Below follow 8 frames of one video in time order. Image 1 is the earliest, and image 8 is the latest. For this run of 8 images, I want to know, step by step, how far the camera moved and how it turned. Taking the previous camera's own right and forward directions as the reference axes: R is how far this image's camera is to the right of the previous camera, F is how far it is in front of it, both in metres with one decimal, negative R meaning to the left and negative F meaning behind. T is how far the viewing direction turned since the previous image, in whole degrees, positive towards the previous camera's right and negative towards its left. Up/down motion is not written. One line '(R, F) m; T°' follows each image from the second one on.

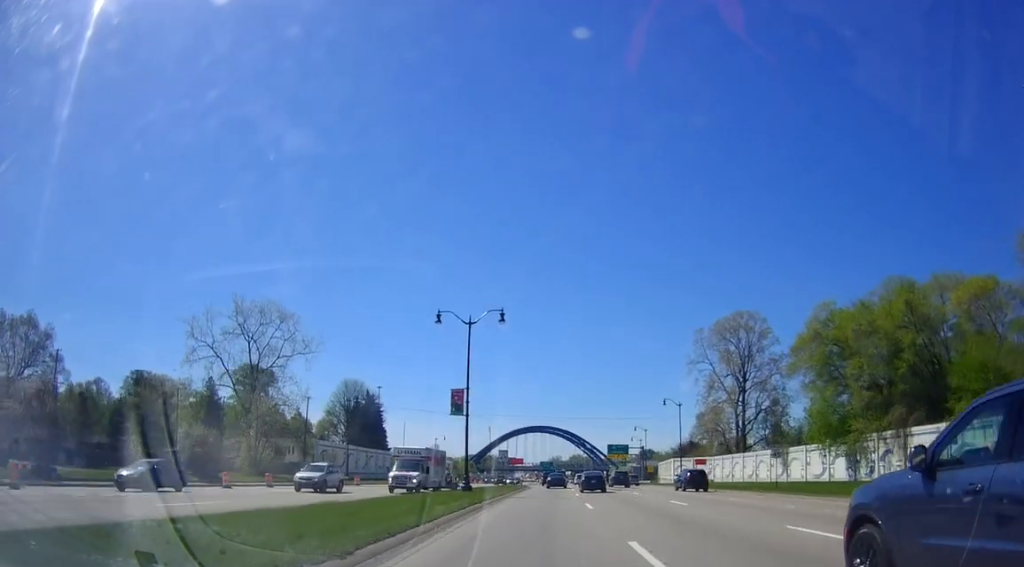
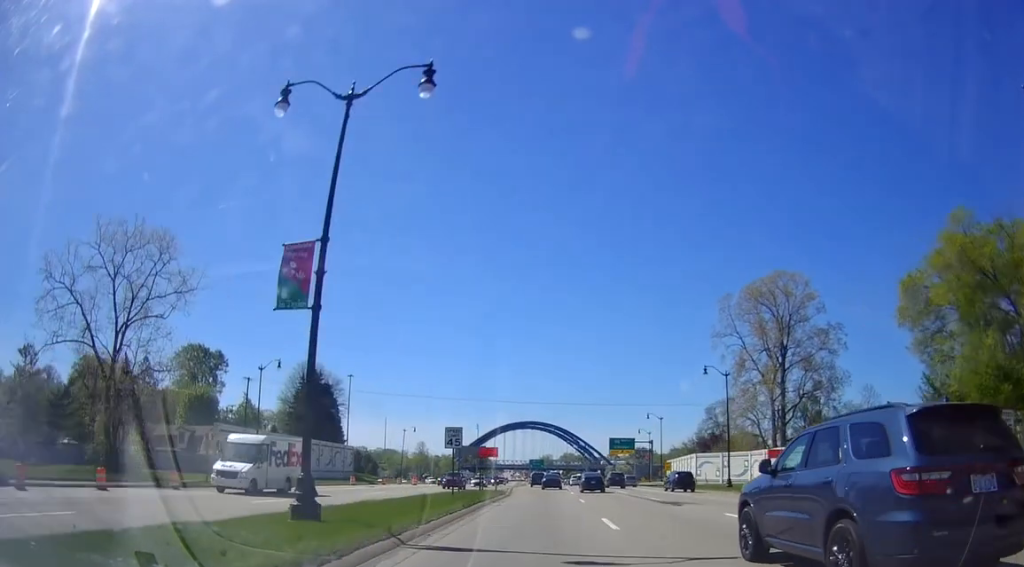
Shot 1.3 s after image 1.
(+0.6, +21.0) m; +2°
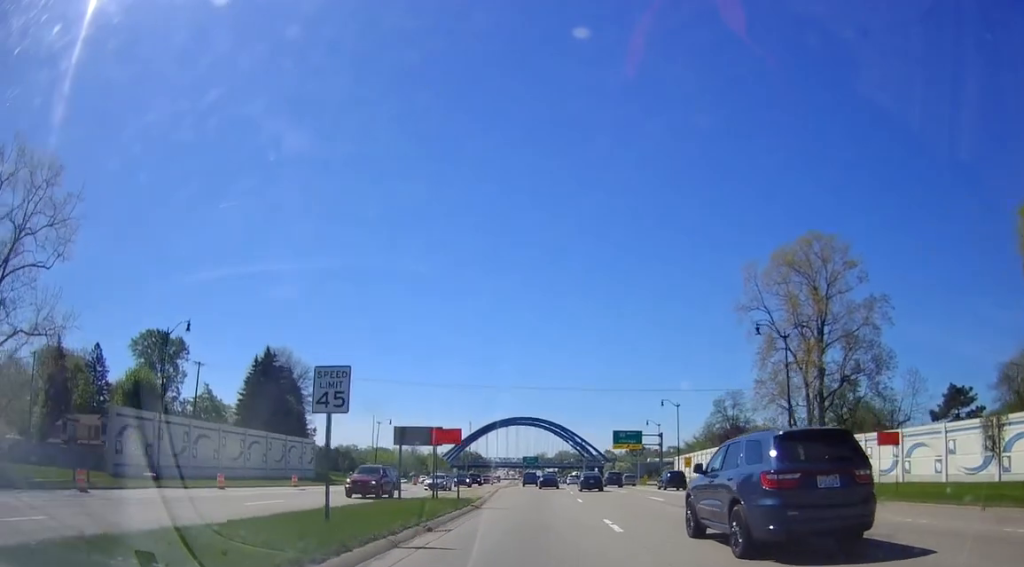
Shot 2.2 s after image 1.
(0.0, +14.7) m; -1°
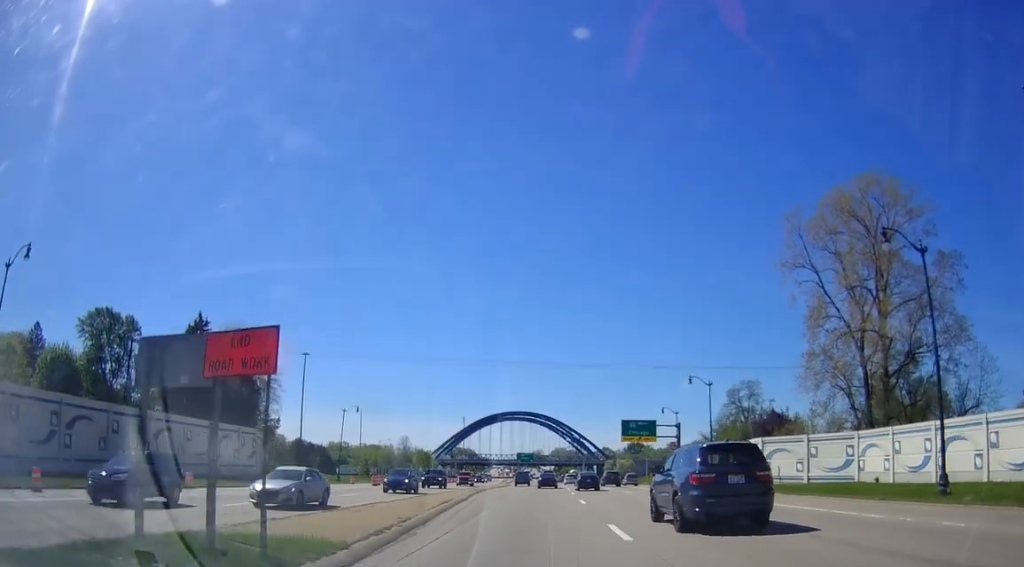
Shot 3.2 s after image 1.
(-0.3, +16.8) m; 0°
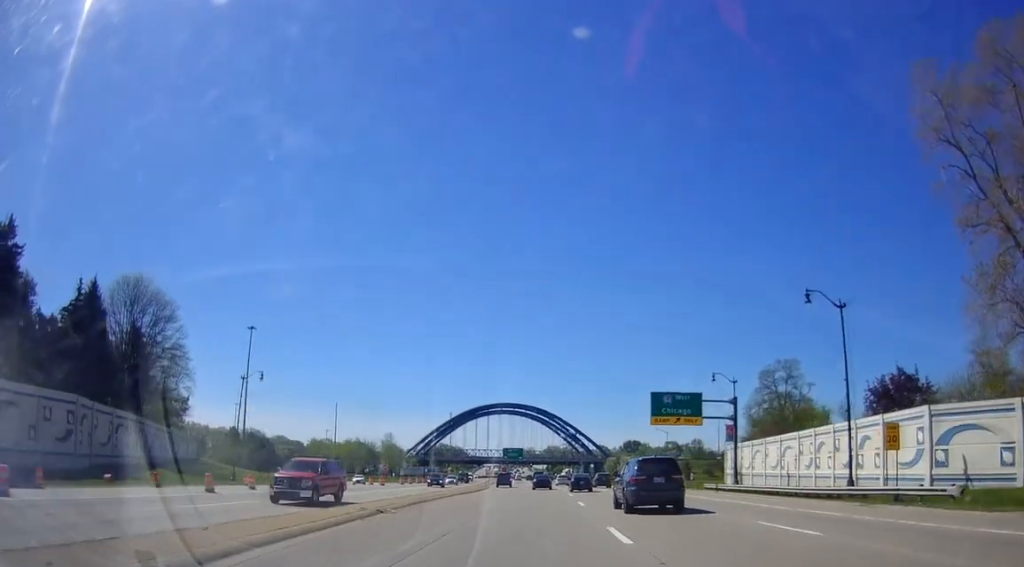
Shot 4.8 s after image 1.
(+0.7, +29.9) m; +2°
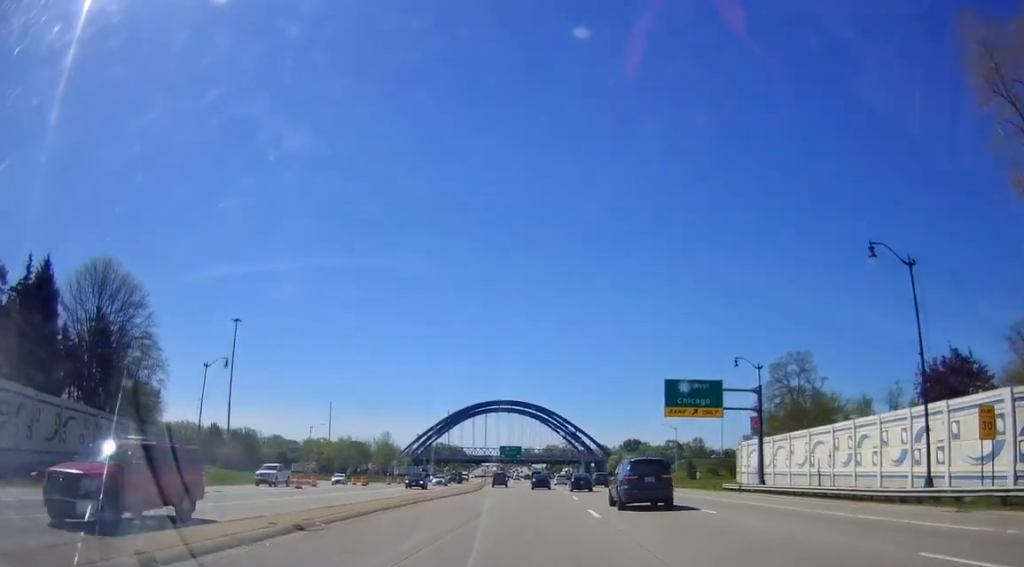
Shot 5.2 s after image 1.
(-0.1, +7.4) m; 0°
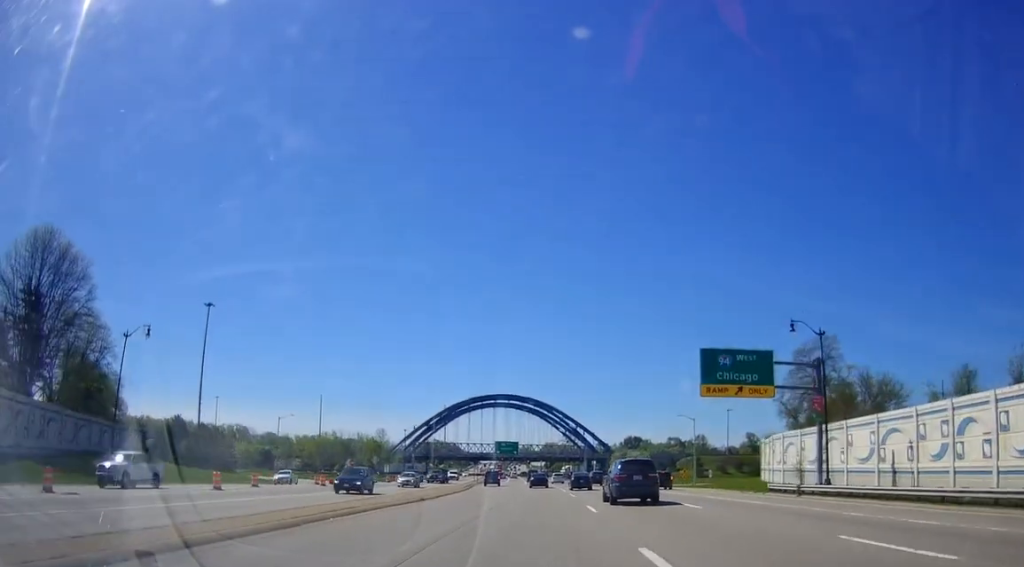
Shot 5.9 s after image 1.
(-0.1, +12.6) m; 0°
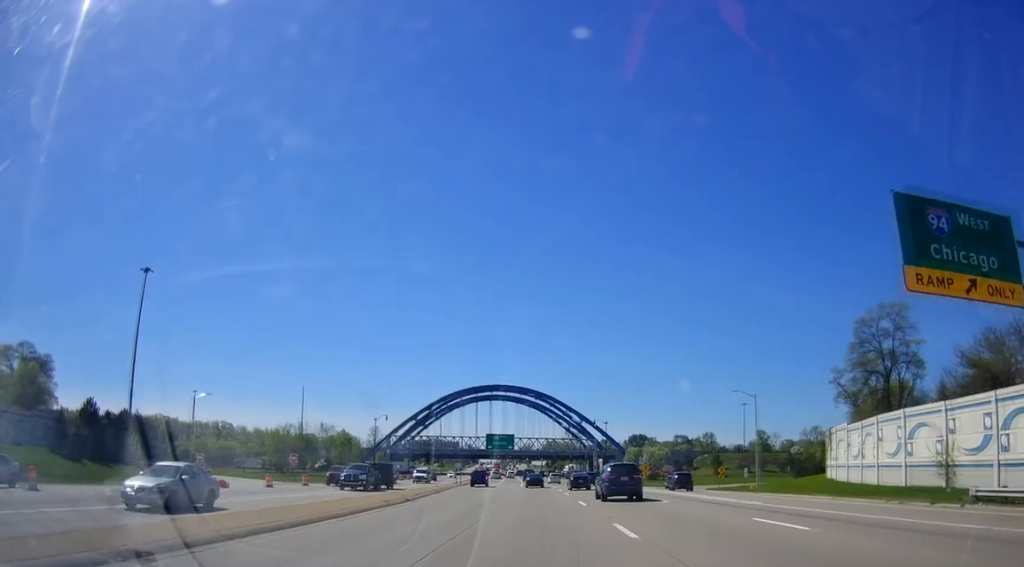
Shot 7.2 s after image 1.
(+0.4, +24.9) m; 0°
